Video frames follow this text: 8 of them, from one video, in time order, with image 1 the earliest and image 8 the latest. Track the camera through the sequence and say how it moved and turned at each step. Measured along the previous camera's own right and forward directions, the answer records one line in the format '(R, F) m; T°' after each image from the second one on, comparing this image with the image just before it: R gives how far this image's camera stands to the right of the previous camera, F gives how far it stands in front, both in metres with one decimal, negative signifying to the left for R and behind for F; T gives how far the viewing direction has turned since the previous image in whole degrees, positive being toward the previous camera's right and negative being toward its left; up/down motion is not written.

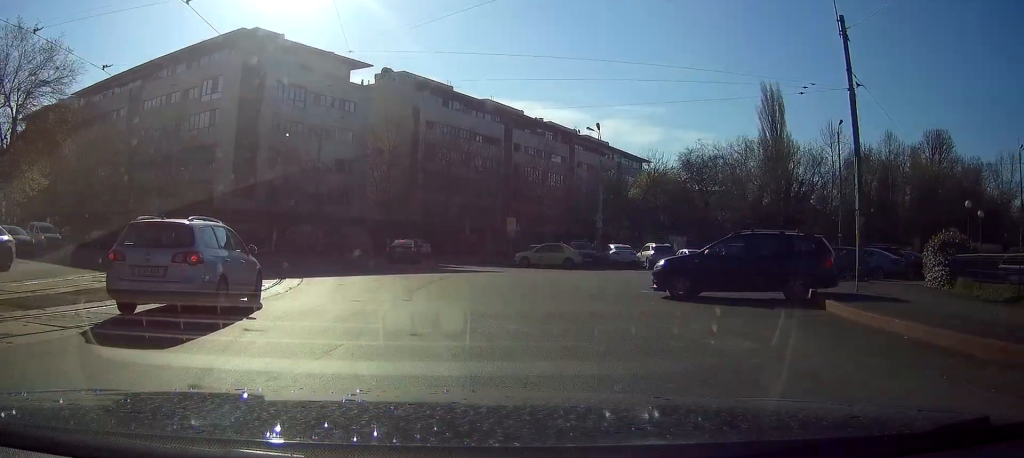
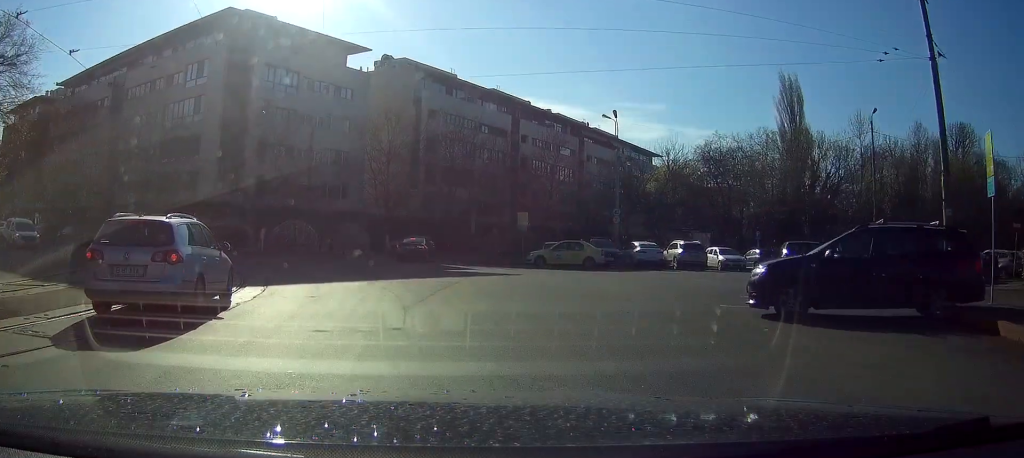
(0.0, +5.1) m; -2°
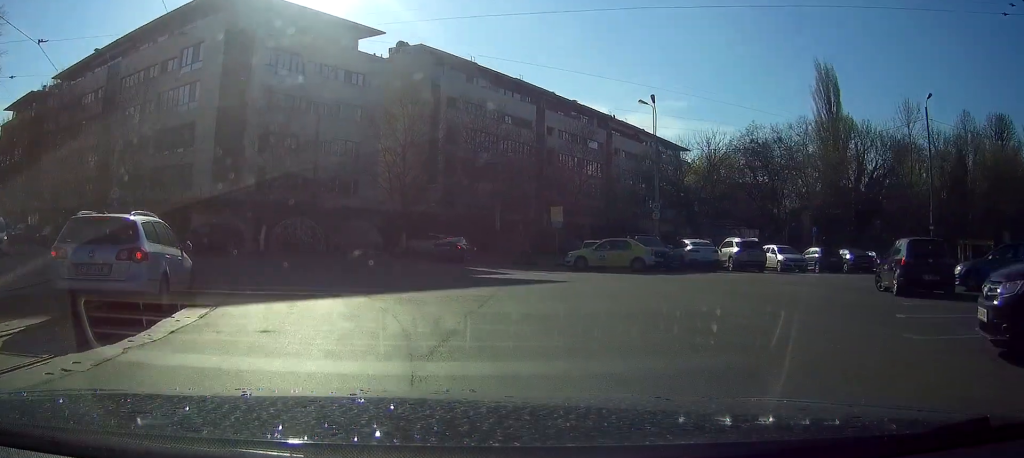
(0.0, +5.6) m; -4°
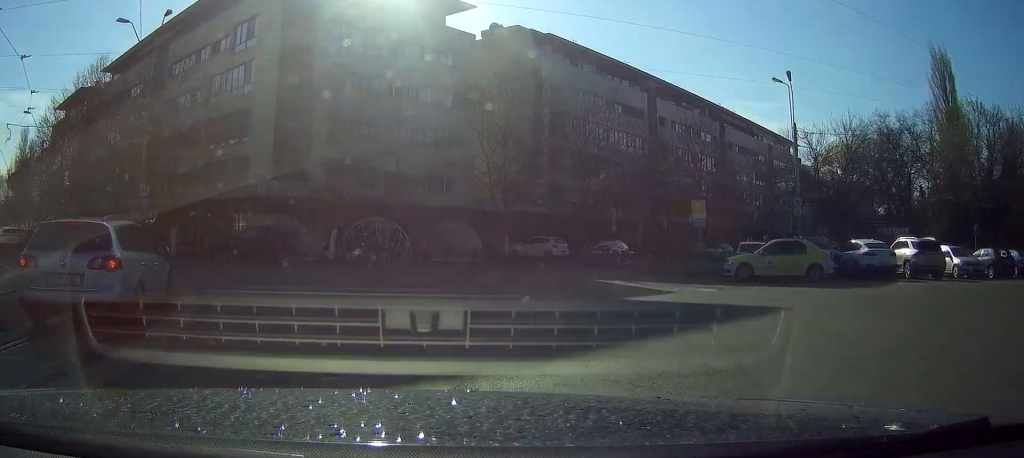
(-0.7, +8.3) m; -8°
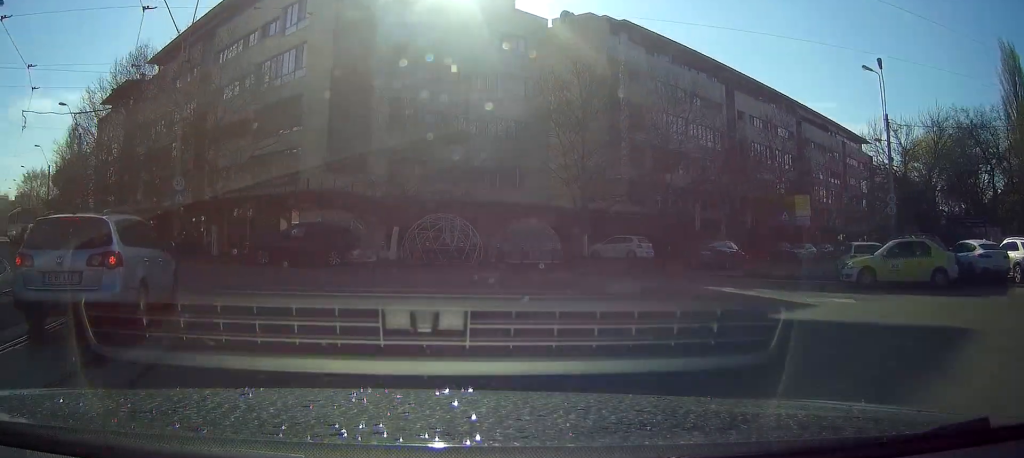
(-0.1, +4.0) m; -4°
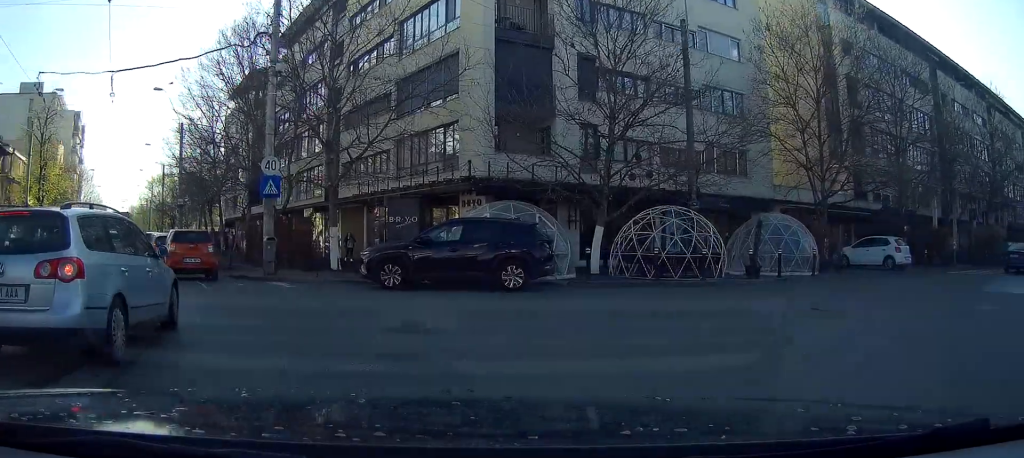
(-0.8, +9.1) m; -10°
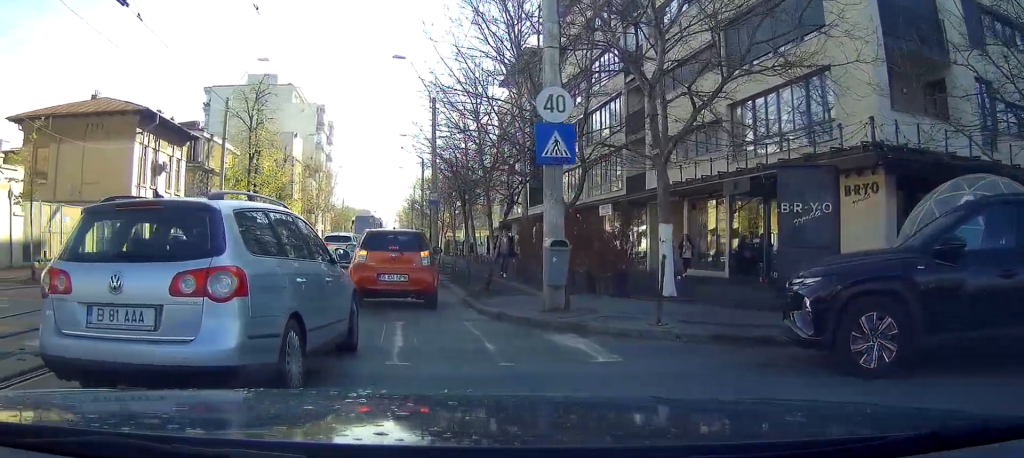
(-2.3, +8.3) m; -46°
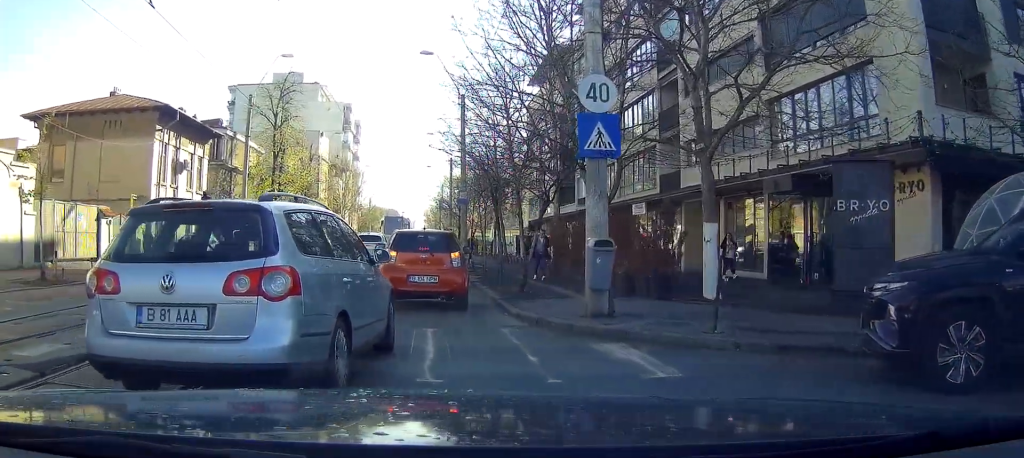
(-0.1, +1.1) m; -6°
